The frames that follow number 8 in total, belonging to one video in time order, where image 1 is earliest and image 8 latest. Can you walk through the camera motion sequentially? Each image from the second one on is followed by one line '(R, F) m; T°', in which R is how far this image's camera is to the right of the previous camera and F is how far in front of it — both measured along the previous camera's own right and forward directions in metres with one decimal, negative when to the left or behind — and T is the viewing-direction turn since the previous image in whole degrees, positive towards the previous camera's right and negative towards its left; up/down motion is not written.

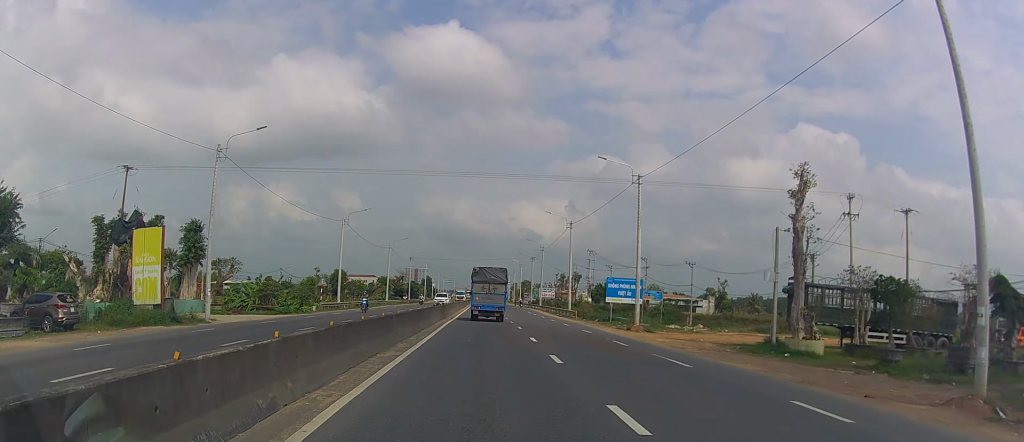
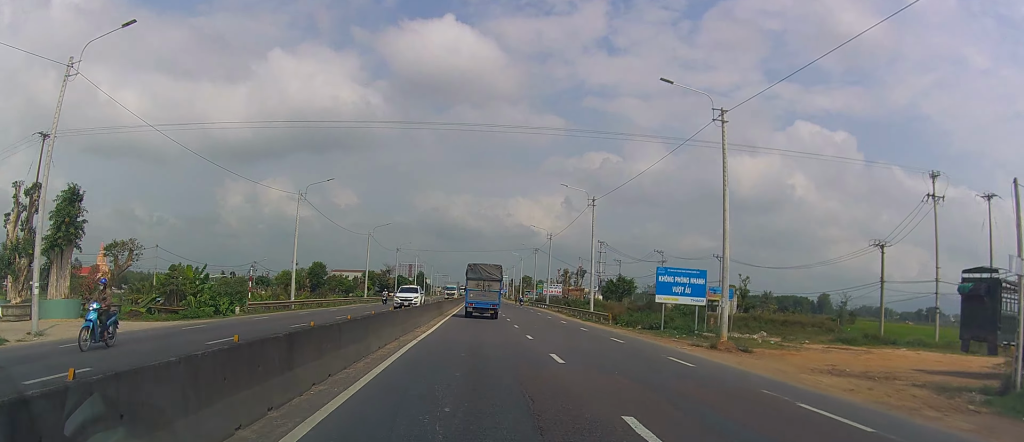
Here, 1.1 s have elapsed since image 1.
(-0.1, +16.9) m; -1°
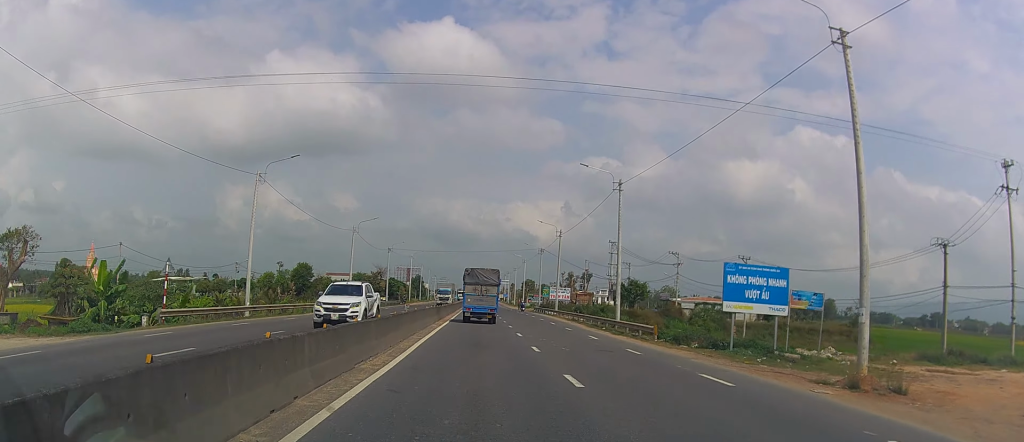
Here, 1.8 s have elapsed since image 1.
(-0.1, +11.2) m; 0°
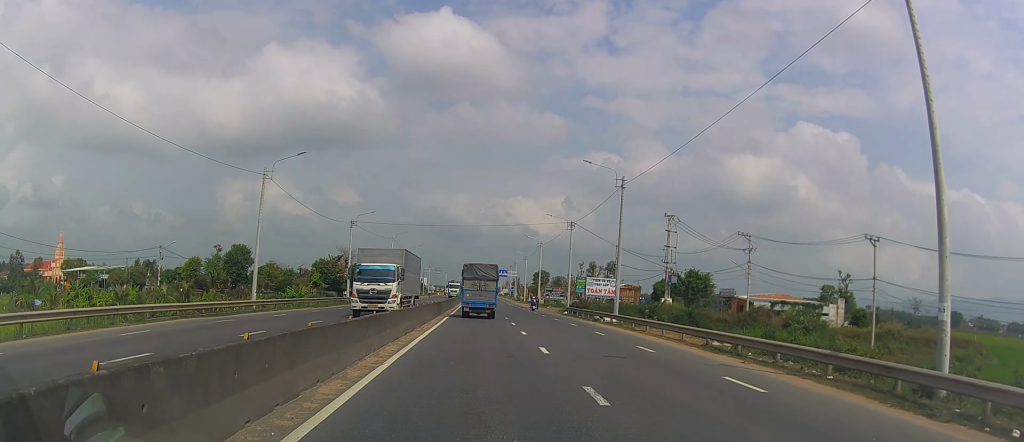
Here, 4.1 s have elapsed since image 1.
(+1.0, +34.7) m; +3°
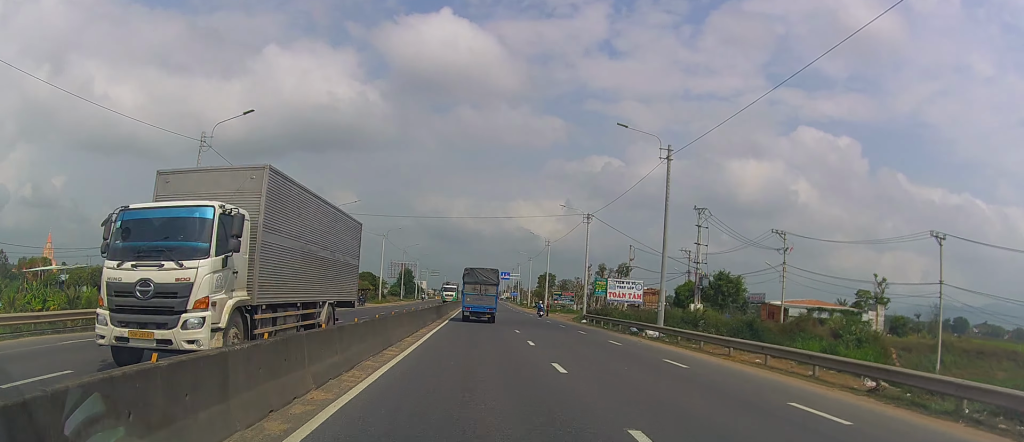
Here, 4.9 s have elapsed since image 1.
(-0.1, +11.4) m; 0°
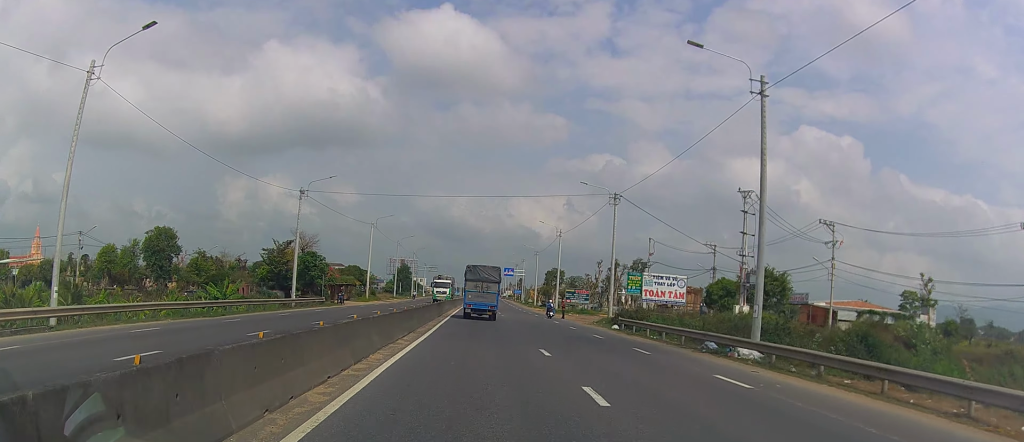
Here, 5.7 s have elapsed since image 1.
(-0.2, +12.4) m; -1°
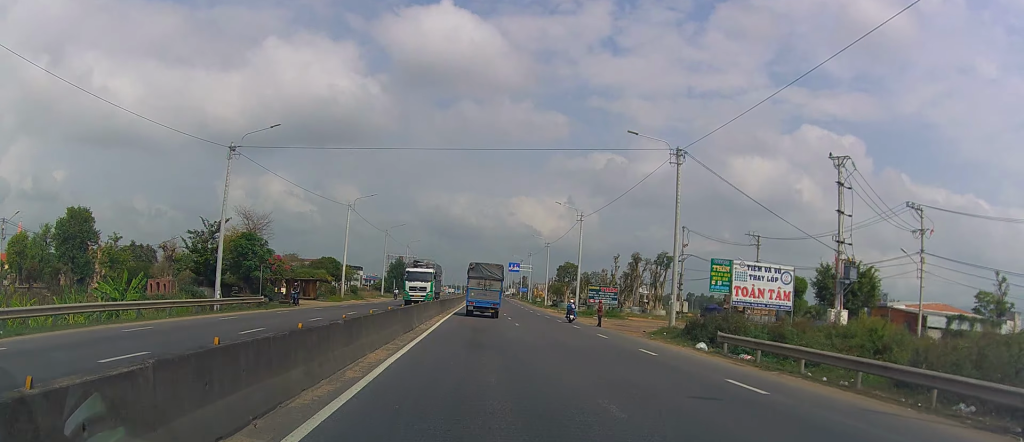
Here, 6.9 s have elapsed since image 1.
(0.0, +16.8) m; -3°
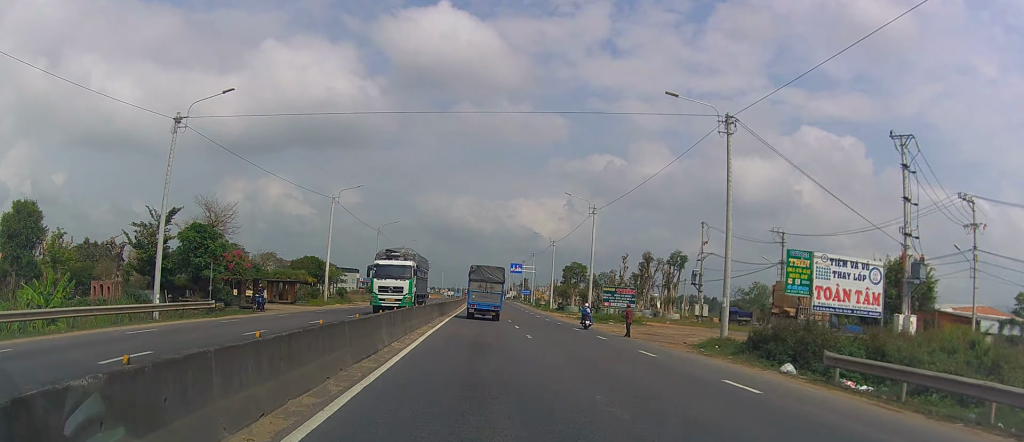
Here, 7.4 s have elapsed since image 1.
(-0.5, +7.9) m; -1°
